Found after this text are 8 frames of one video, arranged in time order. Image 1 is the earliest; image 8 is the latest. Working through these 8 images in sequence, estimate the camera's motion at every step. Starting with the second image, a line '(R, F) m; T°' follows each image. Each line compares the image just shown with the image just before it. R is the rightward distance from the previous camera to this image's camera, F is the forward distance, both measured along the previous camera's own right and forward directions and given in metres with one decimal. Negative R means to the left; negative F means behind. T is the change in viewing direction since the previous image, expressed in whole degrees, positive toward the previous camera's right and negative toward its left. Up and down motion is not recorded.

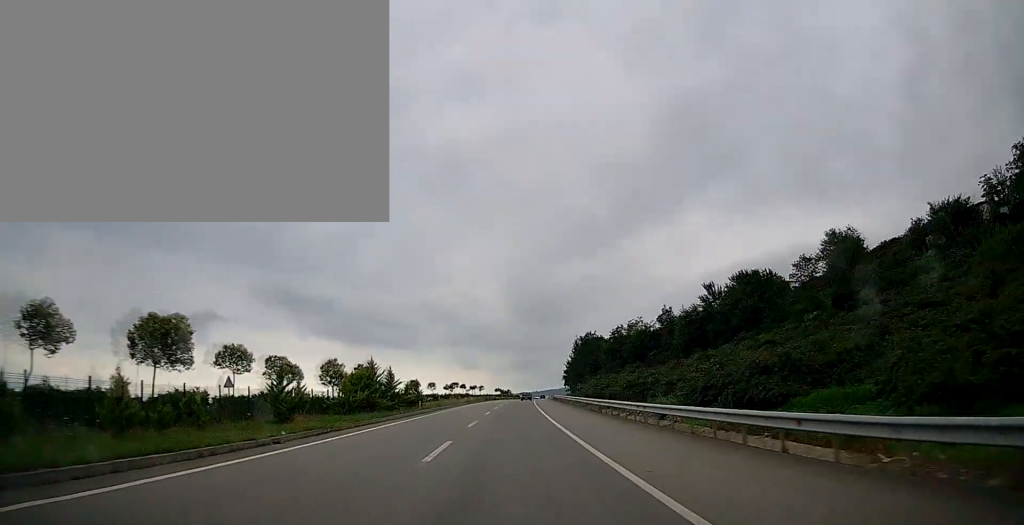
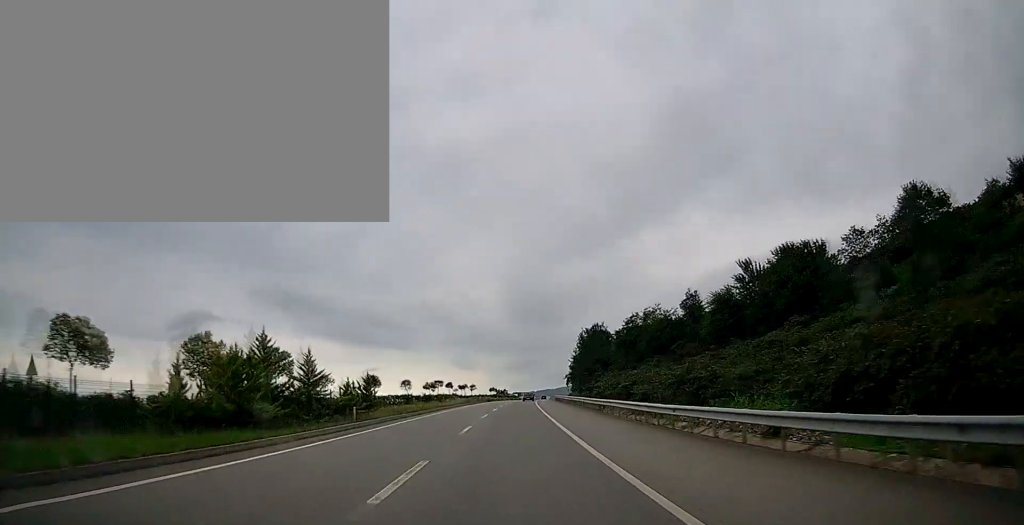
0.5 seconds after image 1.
(0.0, +16.1) m; 0°
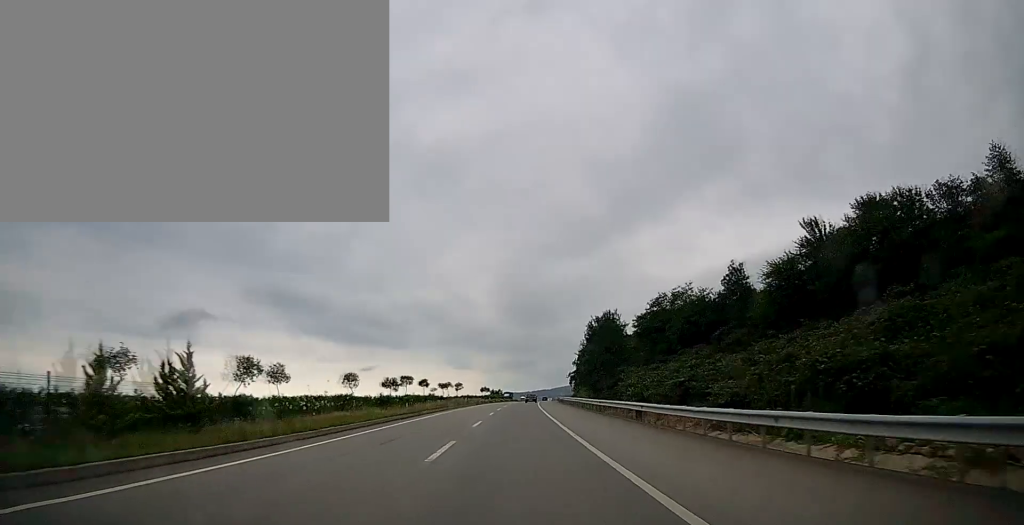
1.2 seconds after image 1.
(+0.1, +19.1) m; +1°
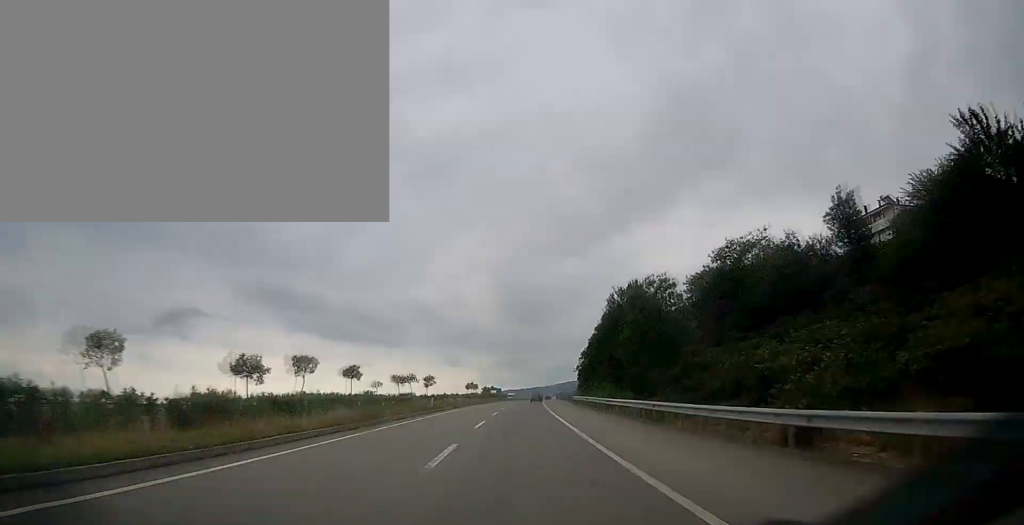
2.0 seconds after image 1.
(+0.4, +24.9) m; +1°
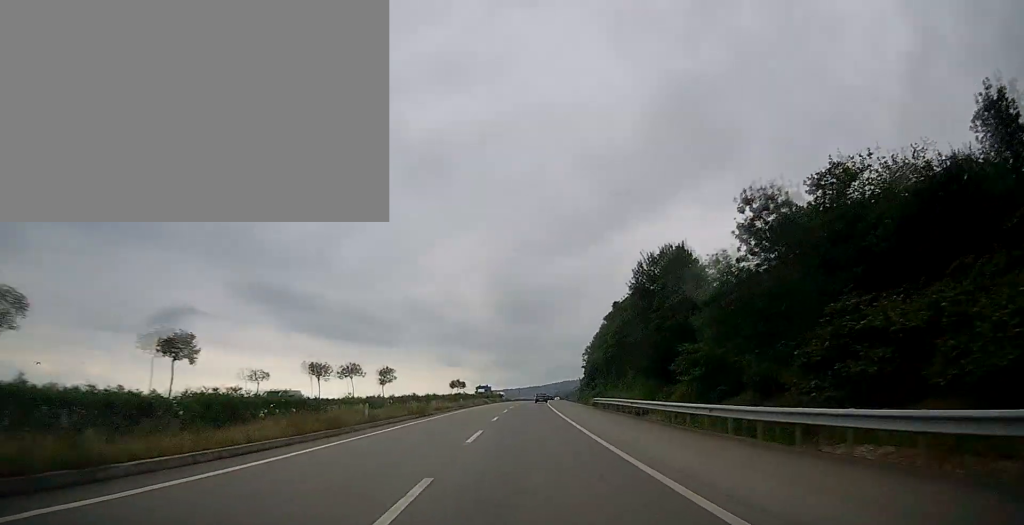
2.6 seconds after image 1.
(+0.1, +17.9) m; 0°
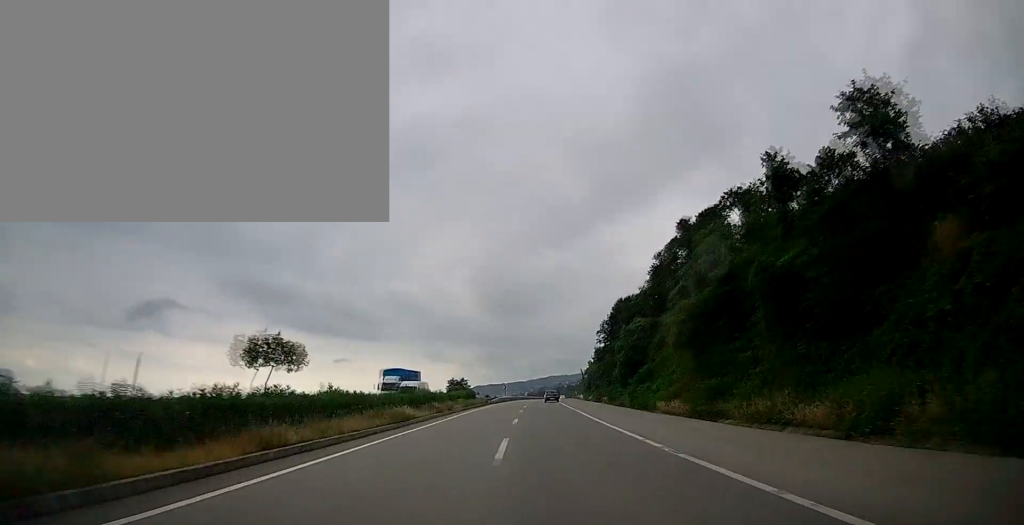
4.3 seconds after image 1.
(+0.2, +51.6) m; +1°
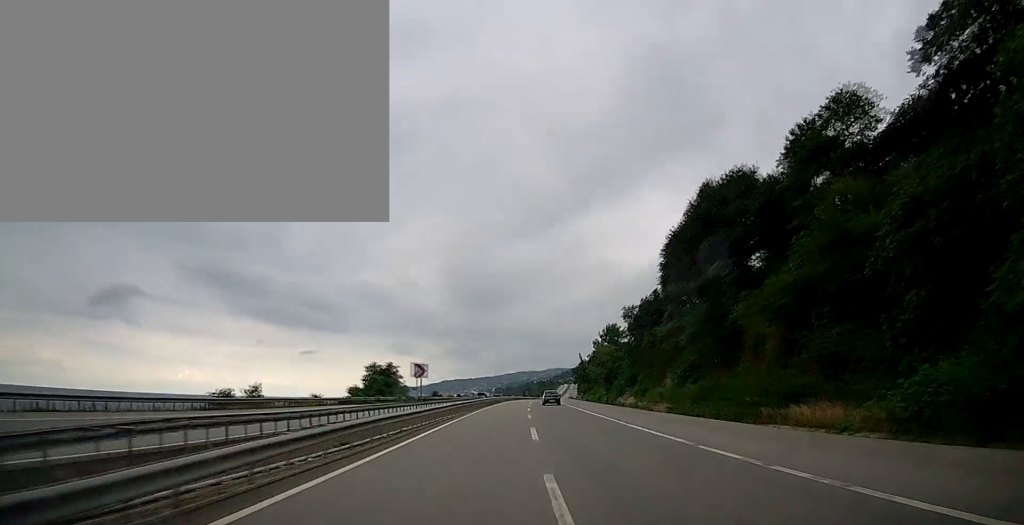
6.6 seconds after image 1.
(+1.1, +66.7) m; +3°
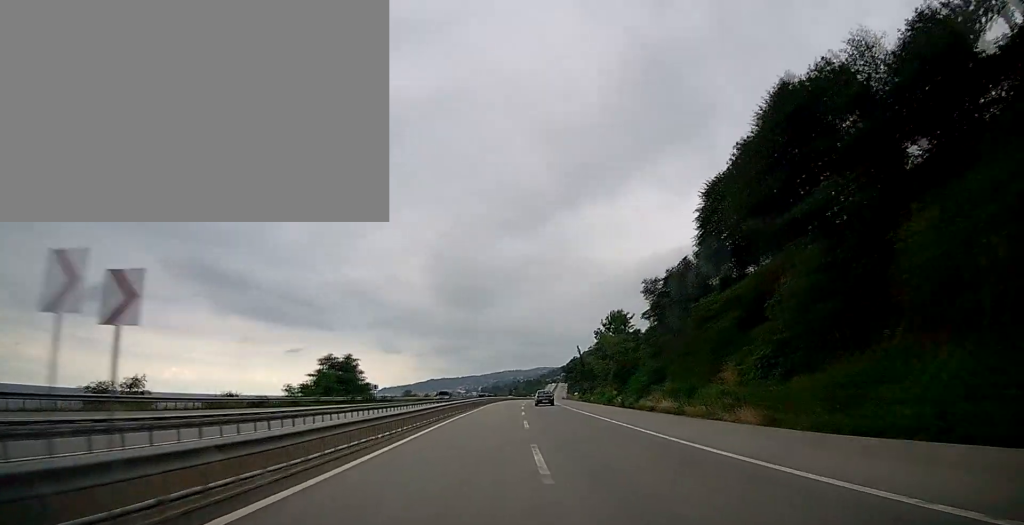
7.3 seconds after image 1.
(+0.3, +19.2) m; +2°
